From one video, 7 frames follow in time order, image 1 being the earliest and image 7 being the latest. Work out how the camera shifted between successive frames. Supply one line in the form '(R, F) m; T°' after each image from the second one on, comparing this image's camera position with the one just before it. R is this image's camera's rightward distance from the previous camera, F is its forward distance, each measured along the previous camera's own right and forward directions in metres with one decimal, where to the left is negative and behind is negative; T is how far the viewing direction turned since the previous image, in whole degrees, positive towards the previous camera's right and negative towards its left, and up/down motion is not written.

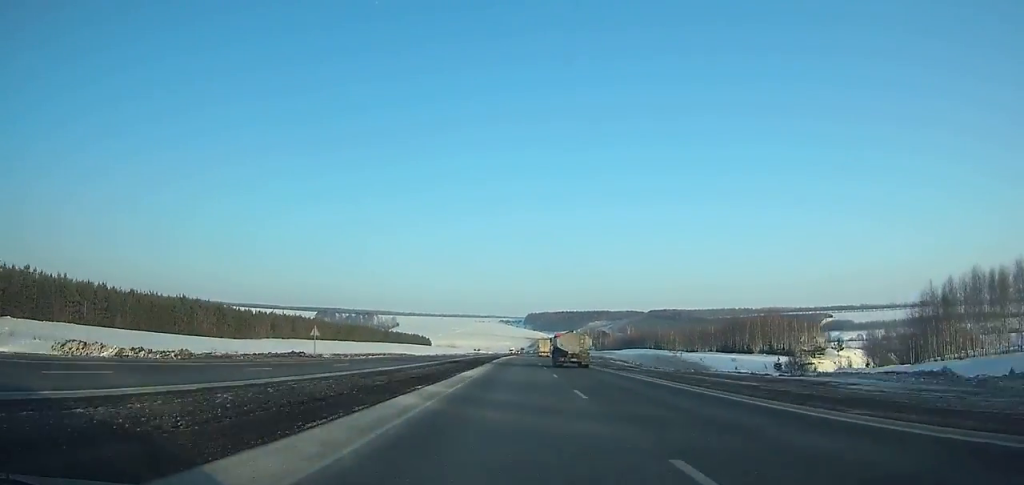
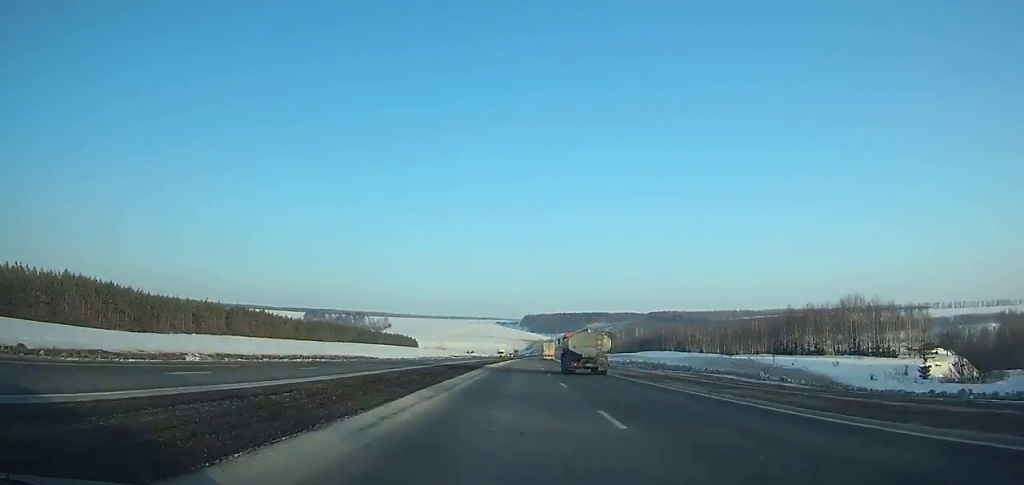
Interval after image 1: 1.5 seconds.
(+0.4, +43.0) m; +1°
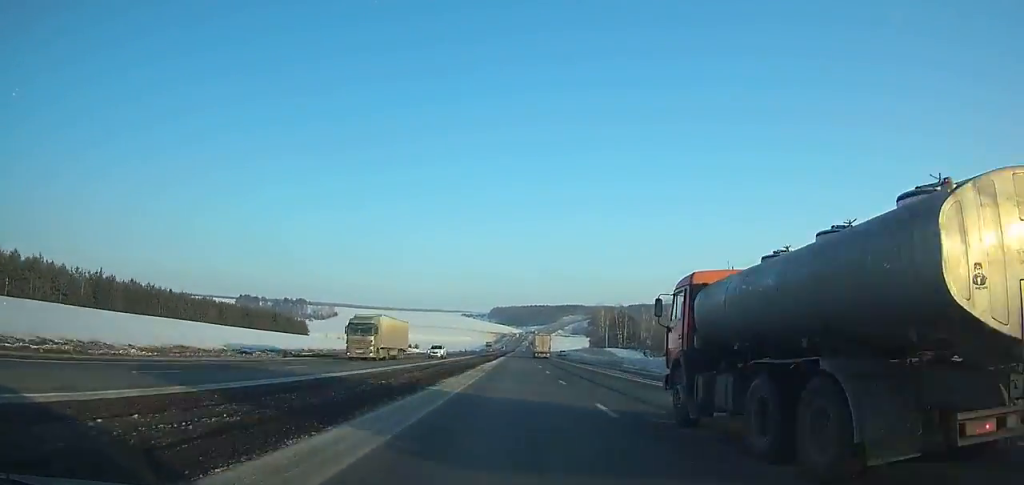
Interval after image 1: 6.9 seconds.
(+3.1, +155.6) m; +2°
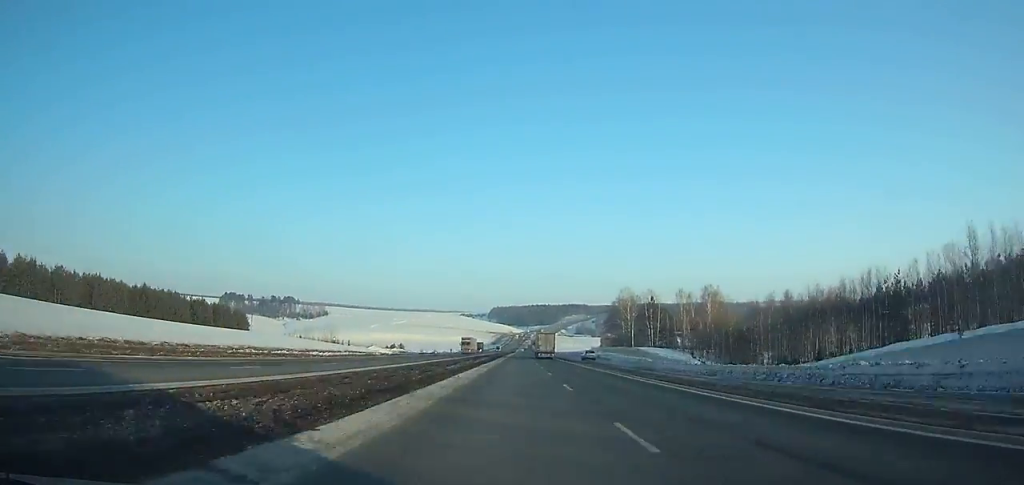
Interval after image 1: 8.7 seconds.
(+0.3, +51.7) m; 0°
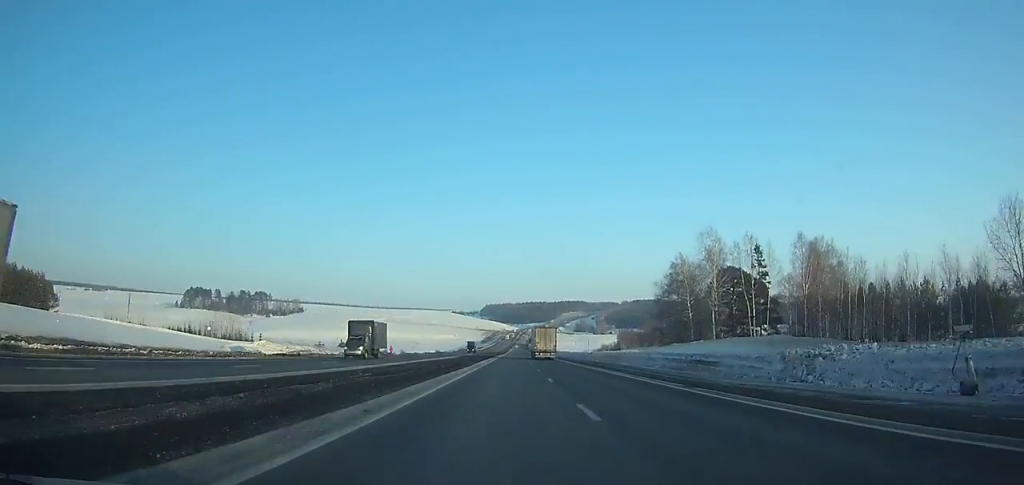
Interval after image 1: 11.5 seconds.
(+0.1, +78.4) m; 0°
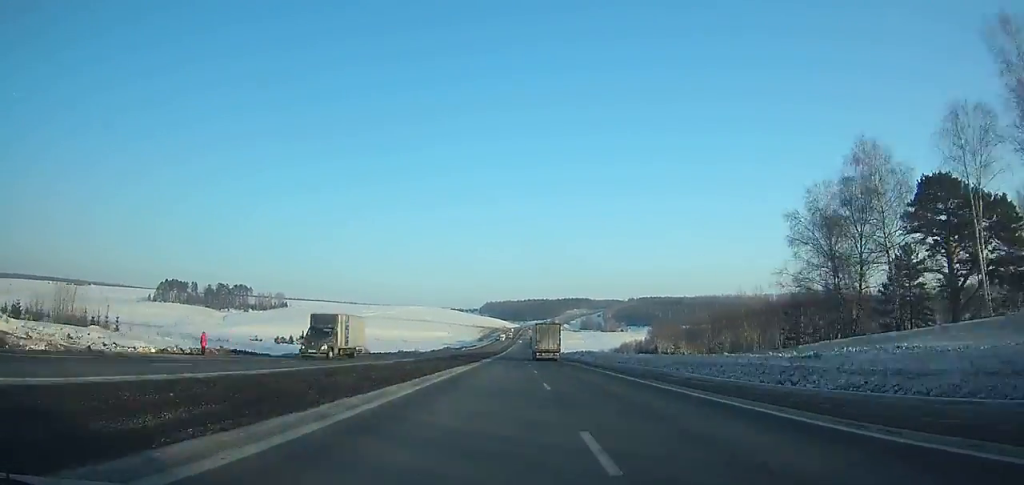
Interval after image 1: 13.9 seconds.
(+0.2, +65.6) m; 0°
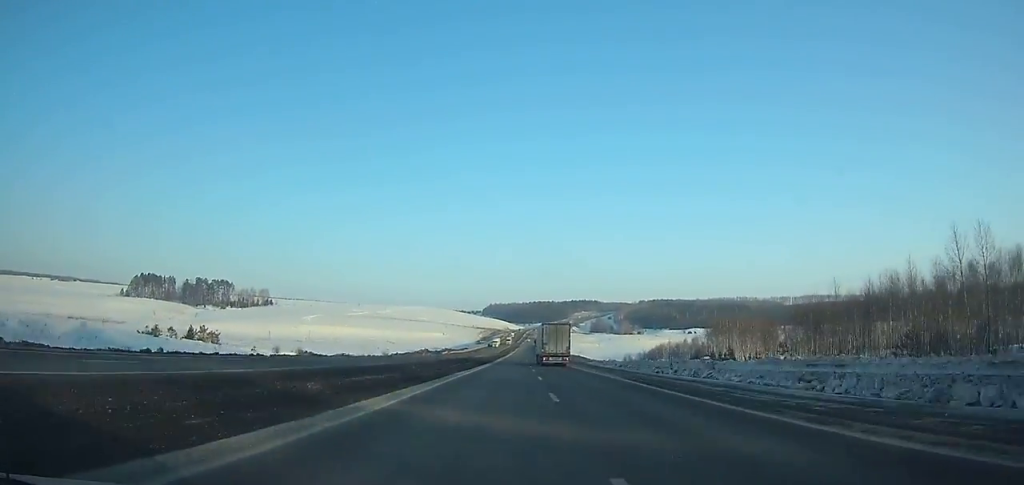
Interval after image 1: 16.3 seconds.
(-0.1, +64.7) m; 0°
